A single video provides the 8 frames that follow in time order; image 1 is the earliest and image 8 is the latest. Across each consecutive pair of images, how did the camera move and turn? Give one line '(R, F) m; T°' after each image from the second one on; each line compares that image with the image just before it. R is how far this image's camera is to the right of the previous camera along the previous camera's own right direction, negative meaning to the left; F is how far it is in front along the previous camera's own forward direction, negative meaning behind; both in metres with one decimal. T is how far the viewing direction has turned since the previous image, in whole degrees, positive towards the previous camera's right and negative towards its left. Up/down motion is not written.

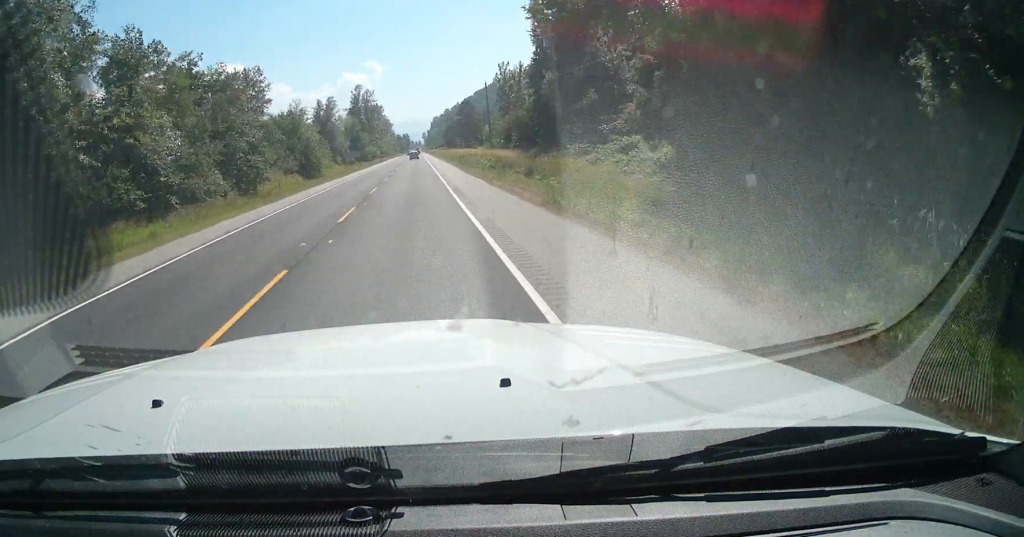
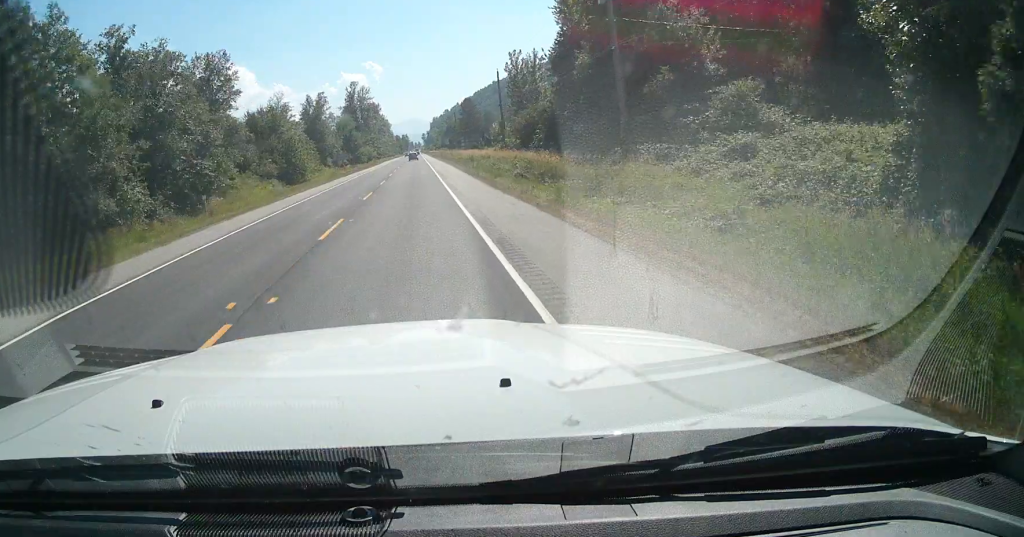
(0.0, +16.5) m; +1°
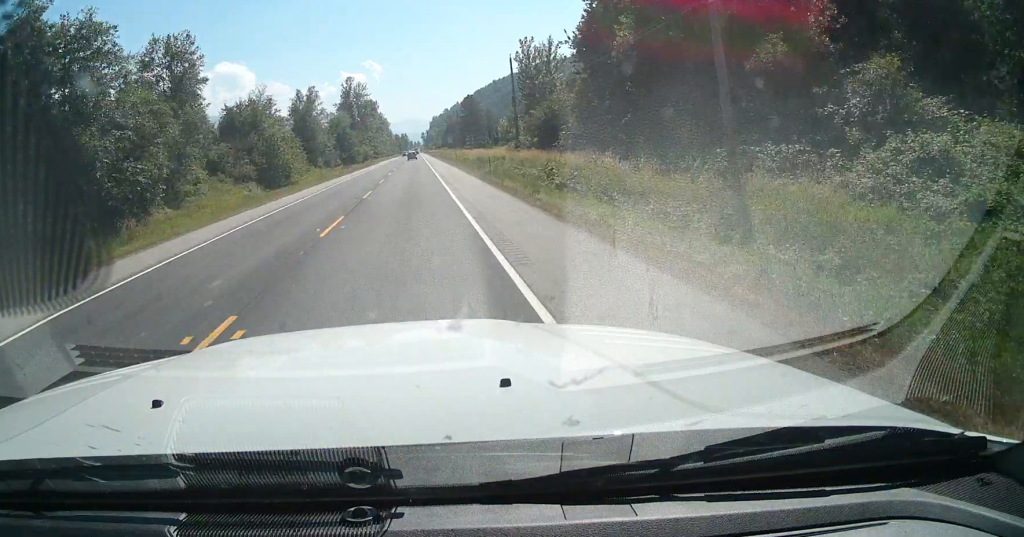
(+0.3, +12.6) m; 0°
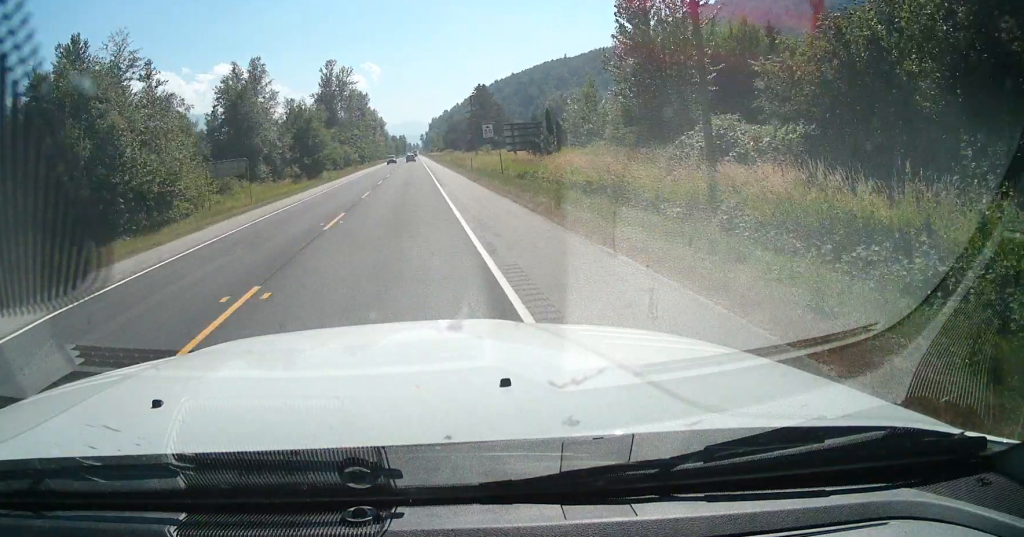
(-0.6, +49.4) m; -1°
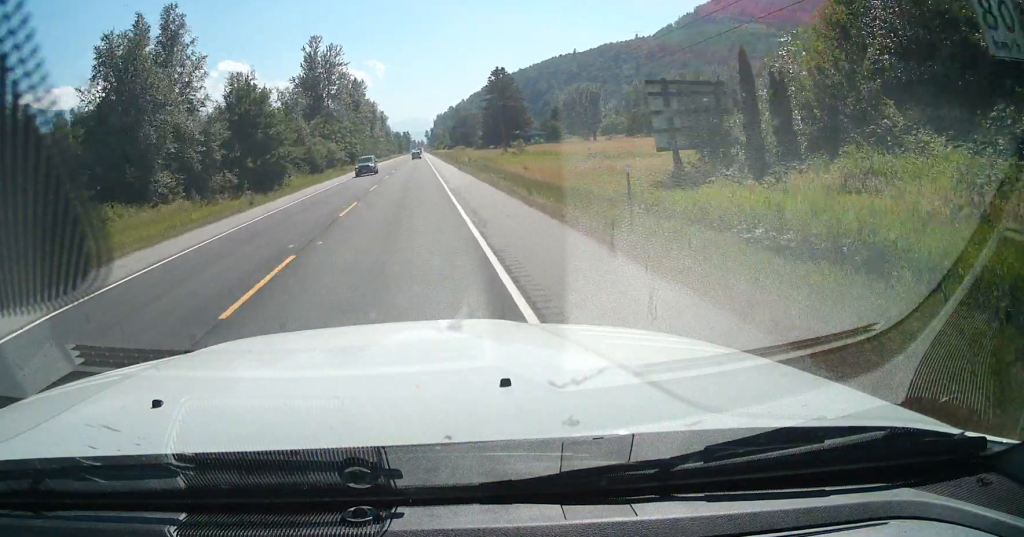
(+0.2, +36.0) m; -1°
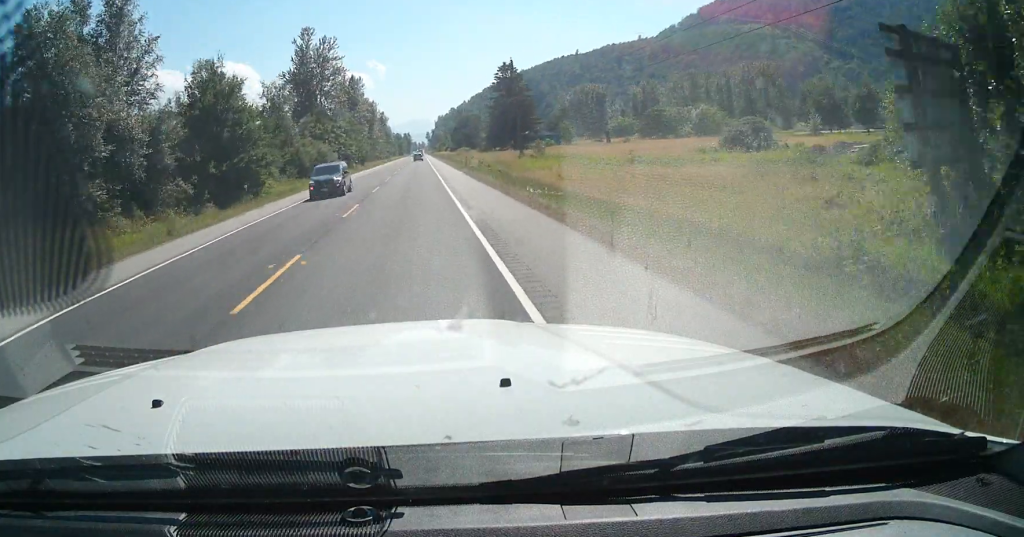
(-0.1, +12.7) m; -1°
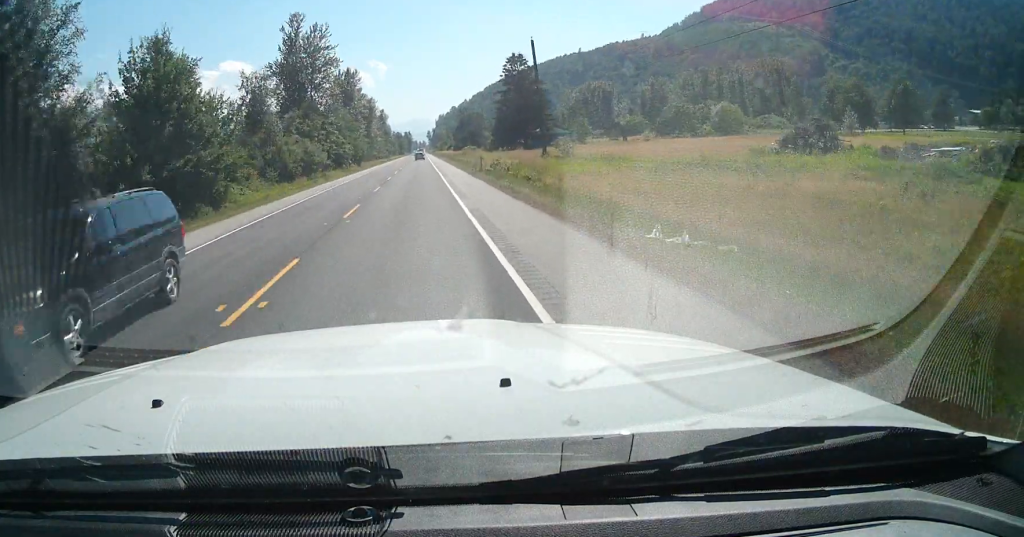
(-0.1, +13.7) m; 0°
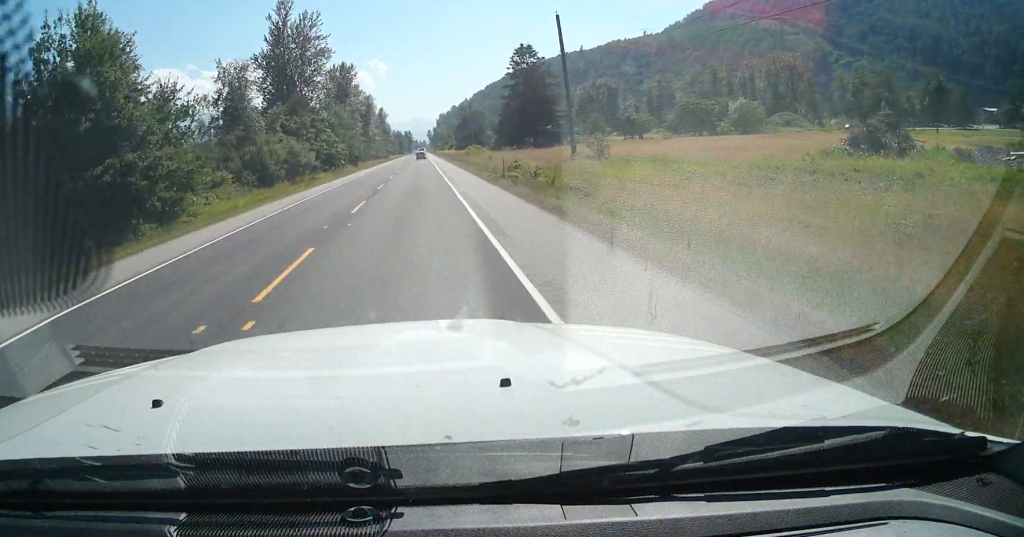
(-0.1, +11.8) m; 0°
